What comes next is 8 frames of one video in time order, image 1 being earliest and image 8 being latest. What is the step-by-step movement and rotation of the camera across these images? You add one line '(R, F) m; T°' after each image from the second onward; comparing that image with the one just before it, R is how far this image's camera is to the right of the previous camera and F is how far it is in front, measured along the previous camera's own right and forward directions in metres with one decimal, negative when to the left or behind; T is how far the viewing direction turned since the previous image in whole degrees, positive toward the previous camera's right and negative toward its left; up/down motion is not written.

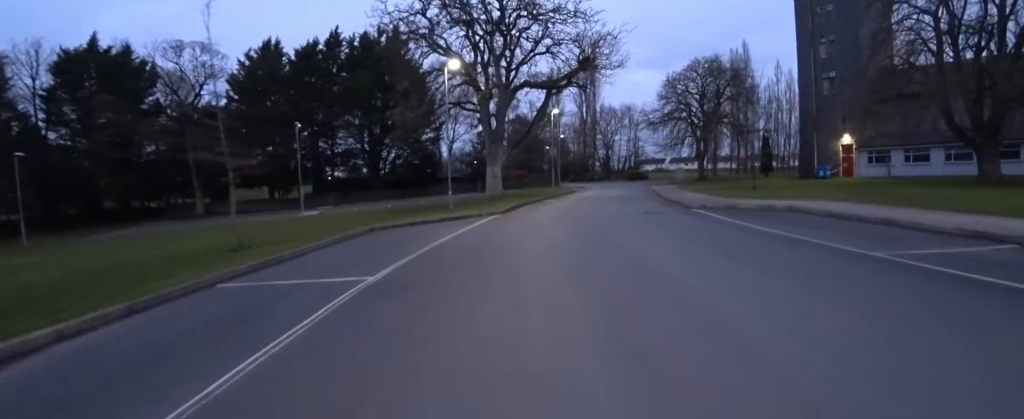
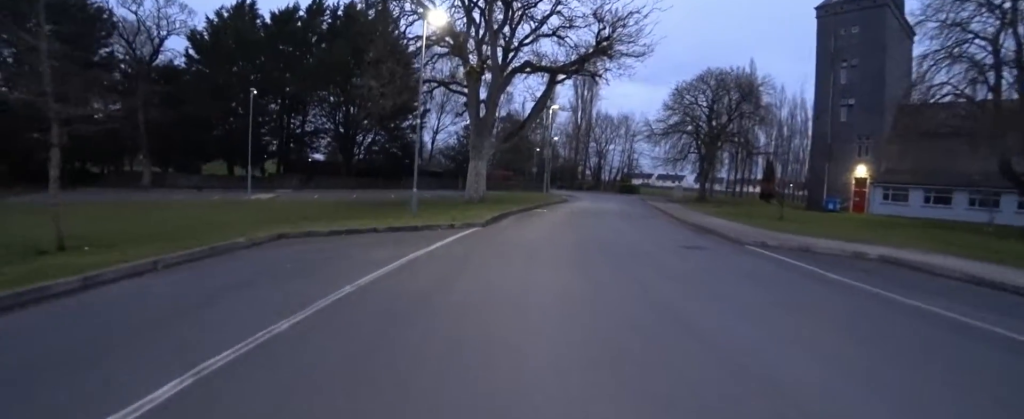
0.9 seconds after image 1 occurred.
(-0.4, +4.0) m; -4°
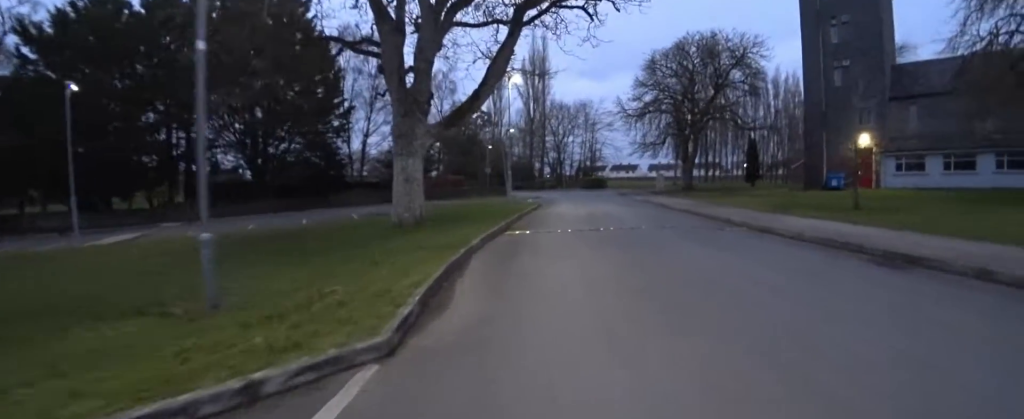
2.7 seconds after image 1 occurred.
(+0.3, +6.3) m; +4°
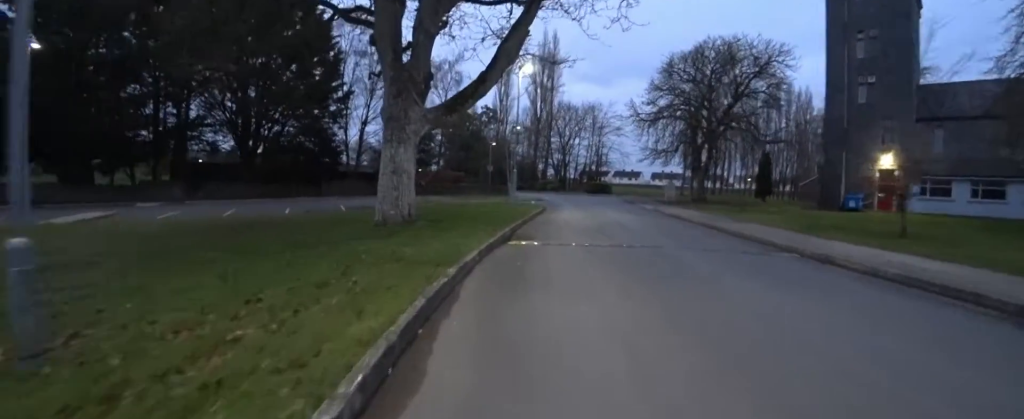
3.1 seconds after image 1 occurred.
(0.0, +1.5) m; +1°
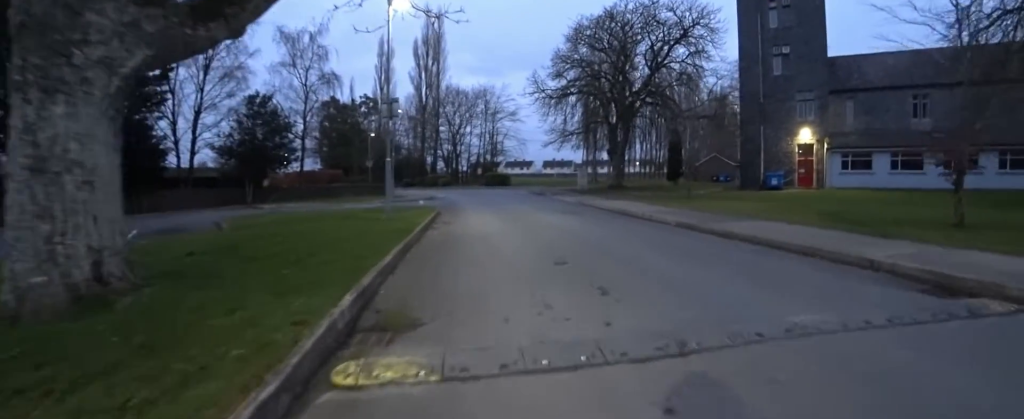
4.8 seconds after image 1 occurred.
(+0.3, +4.9) m; +9°
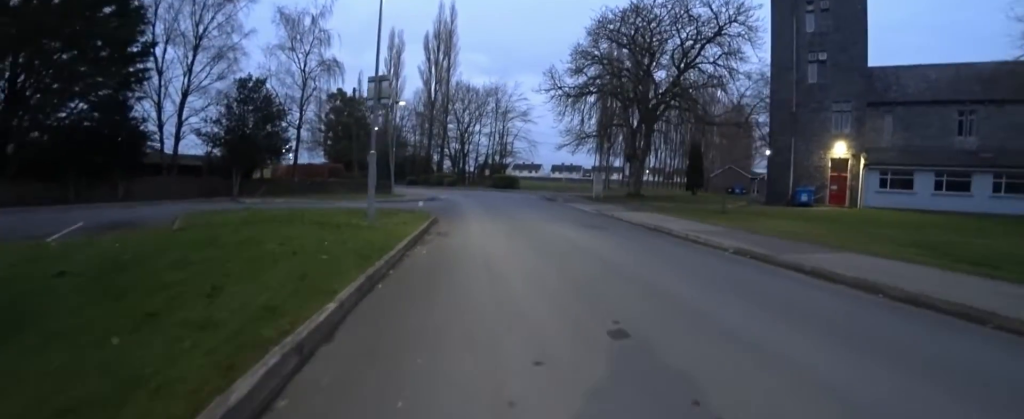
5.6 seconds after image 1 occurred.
(+0.1, +2.1) m; -4°
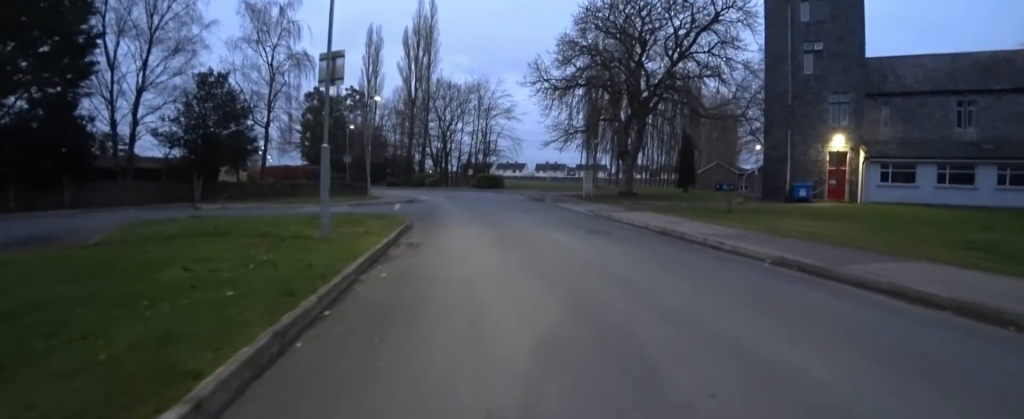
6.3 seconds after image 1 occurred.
(-0.1, +1.6) m; -7°
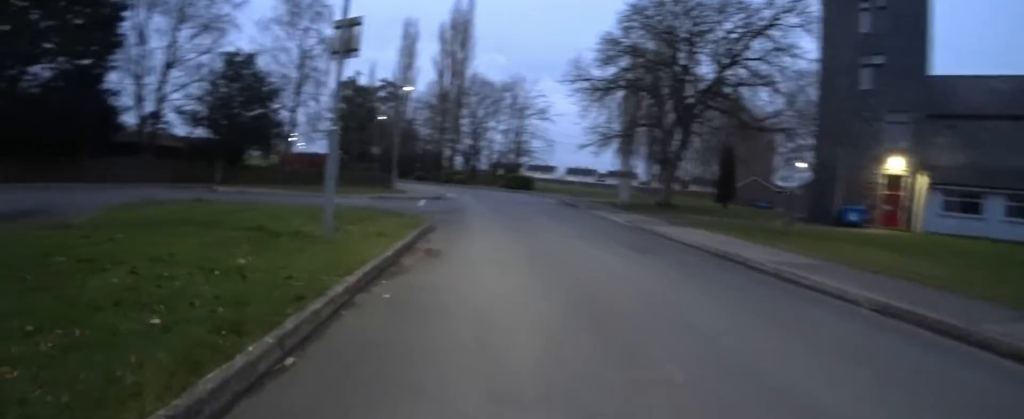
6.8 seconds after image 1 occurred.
(0.0, +1.1) m; -6°
